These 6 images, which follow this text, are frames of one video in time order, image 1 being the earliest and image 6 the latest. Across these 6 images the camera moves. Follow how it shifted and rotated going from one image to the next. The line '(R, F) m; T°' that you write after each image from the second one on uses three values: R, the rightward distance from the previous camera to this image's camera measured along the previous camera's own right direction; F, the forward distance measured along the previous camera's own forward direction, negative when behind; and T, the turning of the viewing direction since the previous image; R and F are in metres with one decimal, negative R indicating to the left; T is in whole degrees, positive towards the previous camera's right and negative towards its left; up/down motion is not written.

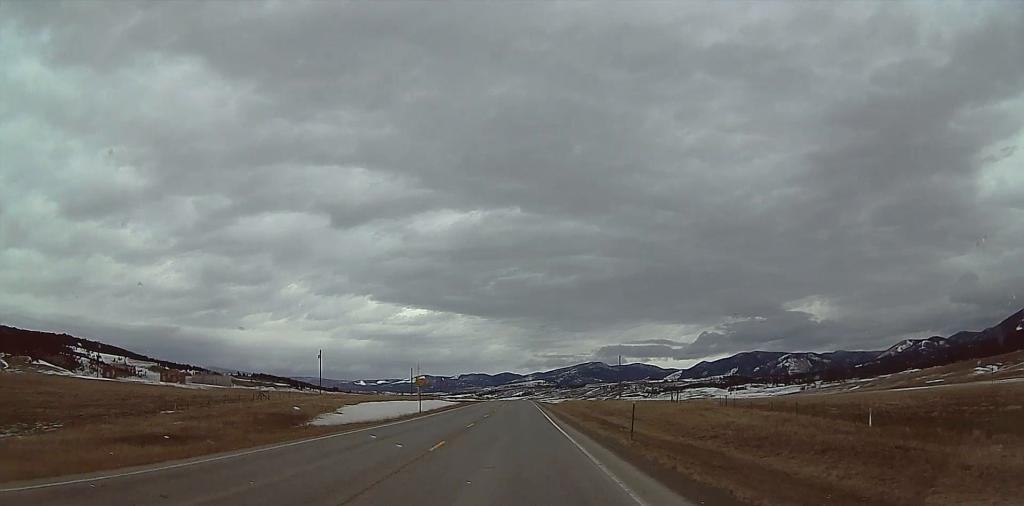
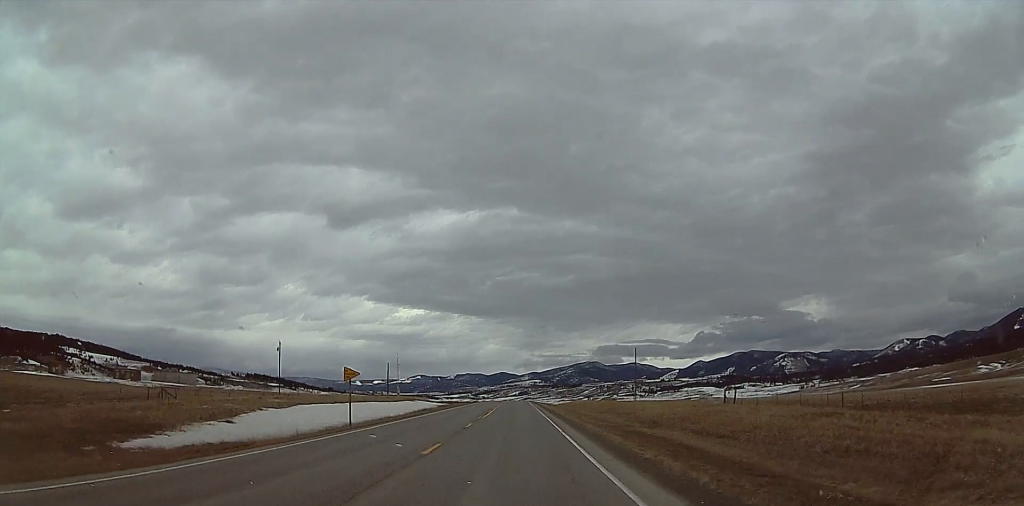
(+0.3, +25.0) m; 0°
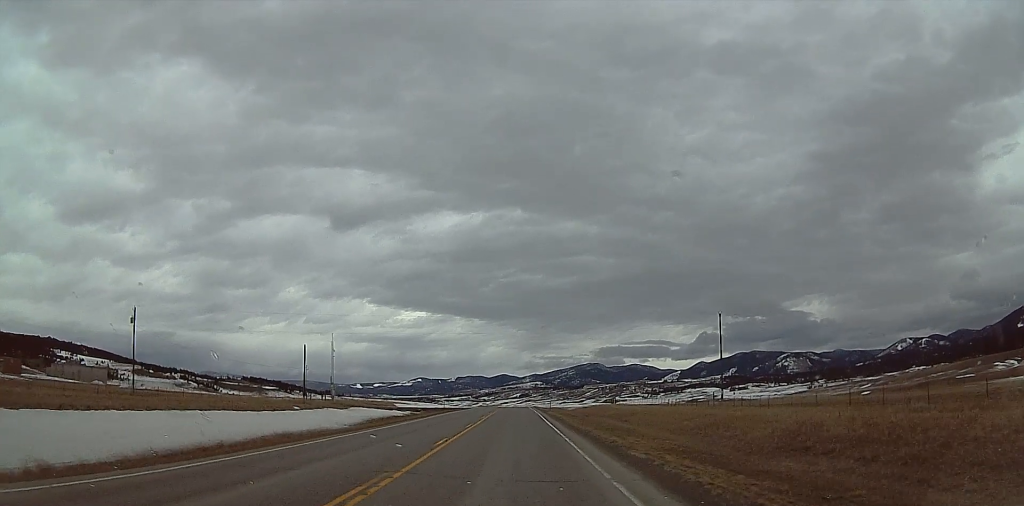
(+0.5, +54.0) m; +1°
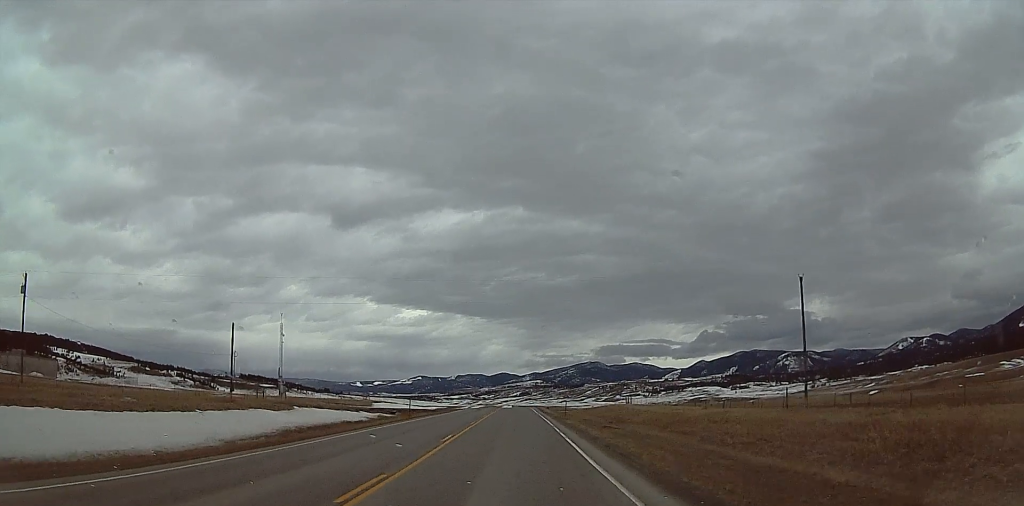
(+0.1, +22.1) m; -1°
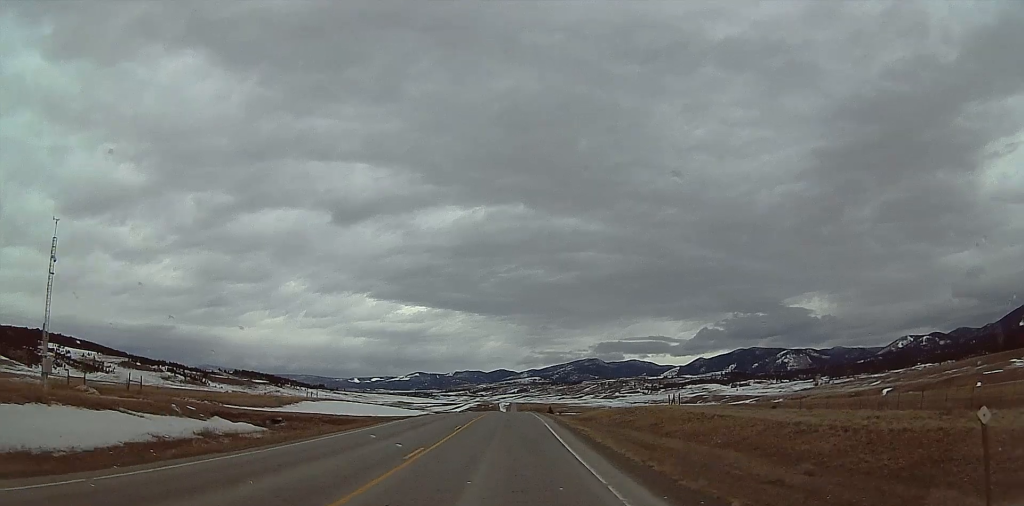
(-1.0, +42.7) m; -1°
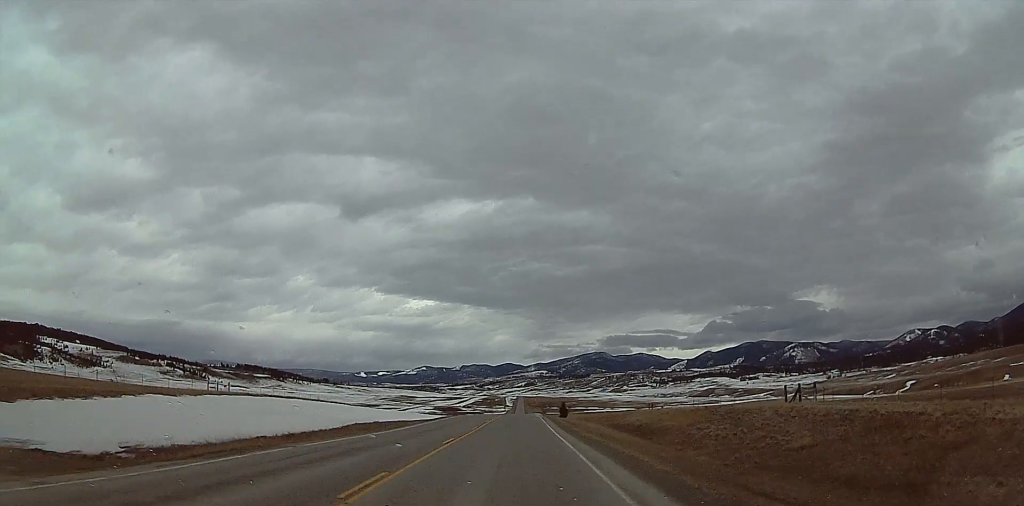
(+0.3, +42.5) m; +2°
